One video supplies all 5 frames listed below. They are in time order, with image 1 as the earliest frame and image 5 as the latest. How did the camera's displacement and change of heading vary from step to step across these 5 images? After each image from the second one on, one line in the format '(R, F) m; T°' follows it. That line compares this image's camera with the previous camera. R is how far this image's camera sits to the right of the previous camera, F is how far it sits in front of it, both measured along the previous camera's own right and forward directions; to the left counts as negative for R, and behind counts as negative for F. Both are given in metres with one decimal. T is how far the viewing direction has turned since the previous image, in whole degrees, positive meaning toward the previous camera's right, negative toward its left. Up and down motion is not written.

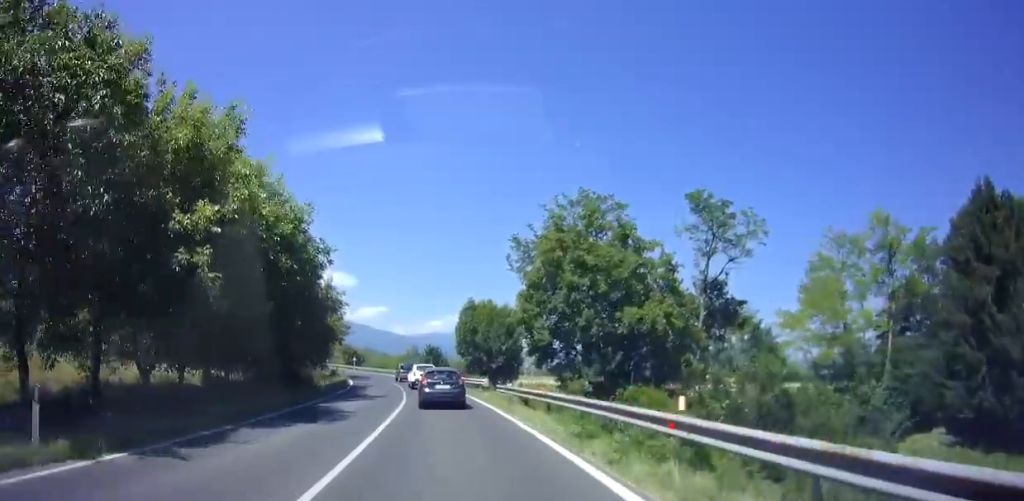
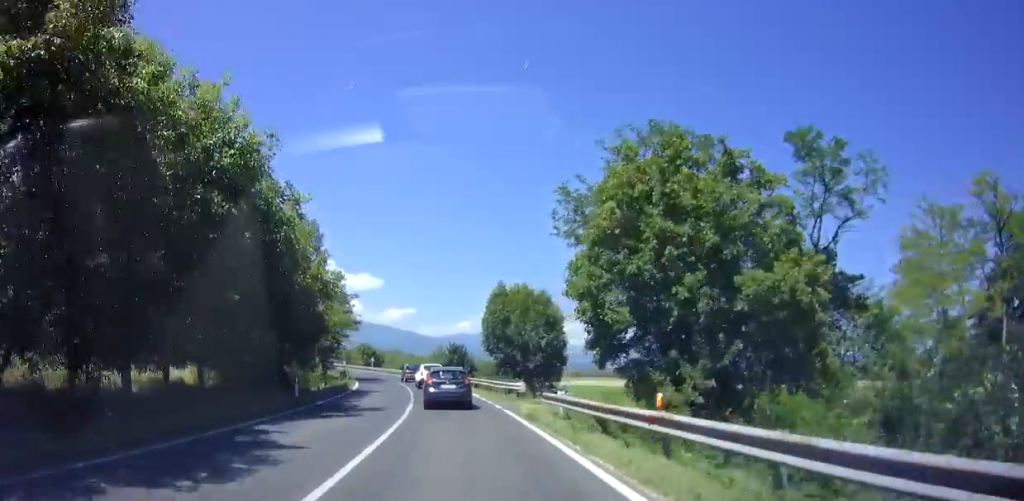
(-0.2, +8.4) m; -3°
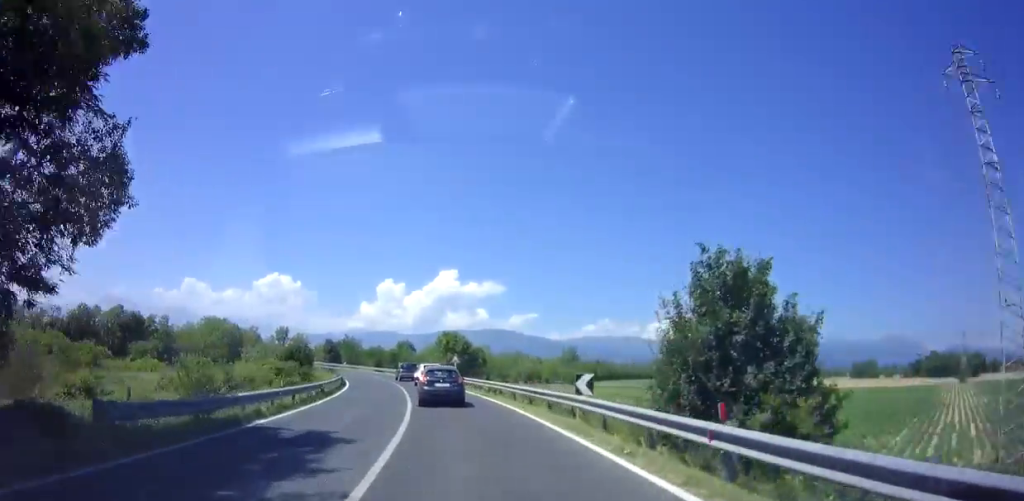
(-5.2, +46.1) m; -13°
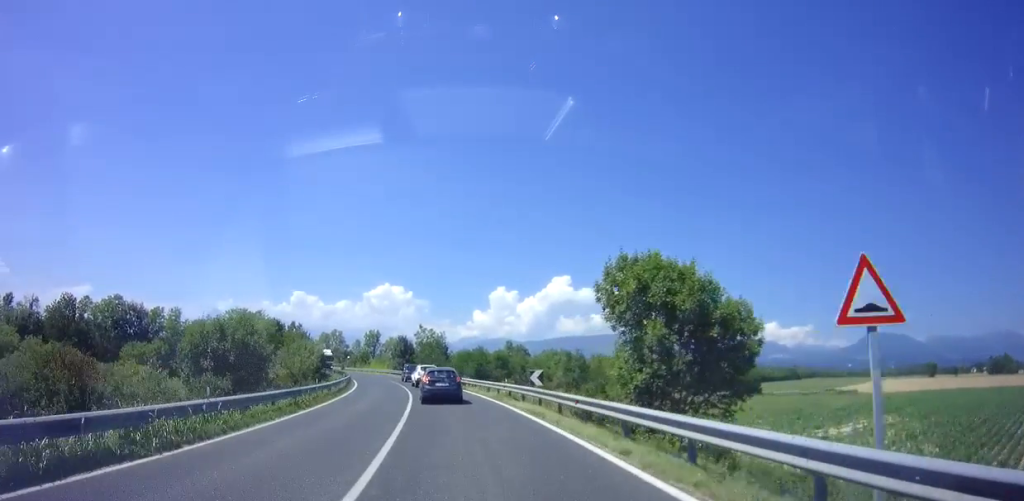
(-4.2, +40.3) m; -11°
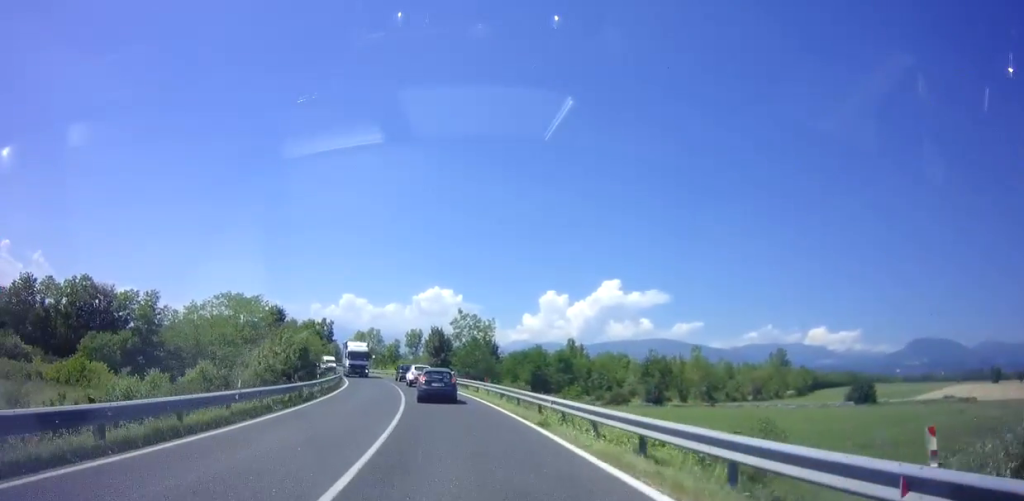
(-1.2, +22.6) m; -6°
